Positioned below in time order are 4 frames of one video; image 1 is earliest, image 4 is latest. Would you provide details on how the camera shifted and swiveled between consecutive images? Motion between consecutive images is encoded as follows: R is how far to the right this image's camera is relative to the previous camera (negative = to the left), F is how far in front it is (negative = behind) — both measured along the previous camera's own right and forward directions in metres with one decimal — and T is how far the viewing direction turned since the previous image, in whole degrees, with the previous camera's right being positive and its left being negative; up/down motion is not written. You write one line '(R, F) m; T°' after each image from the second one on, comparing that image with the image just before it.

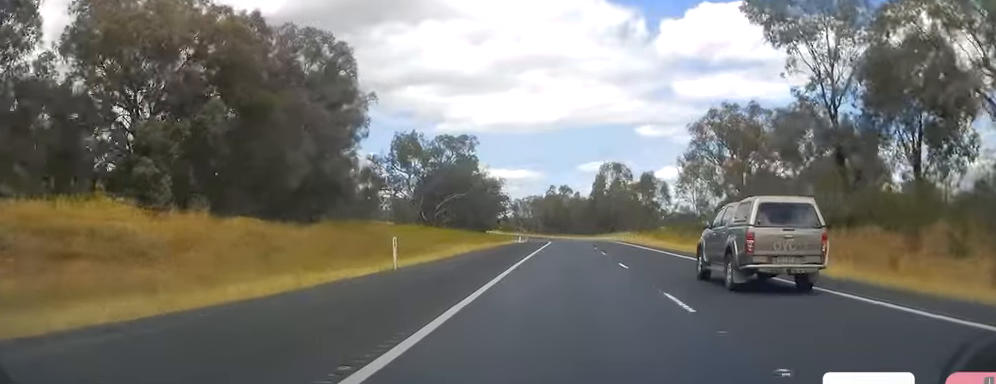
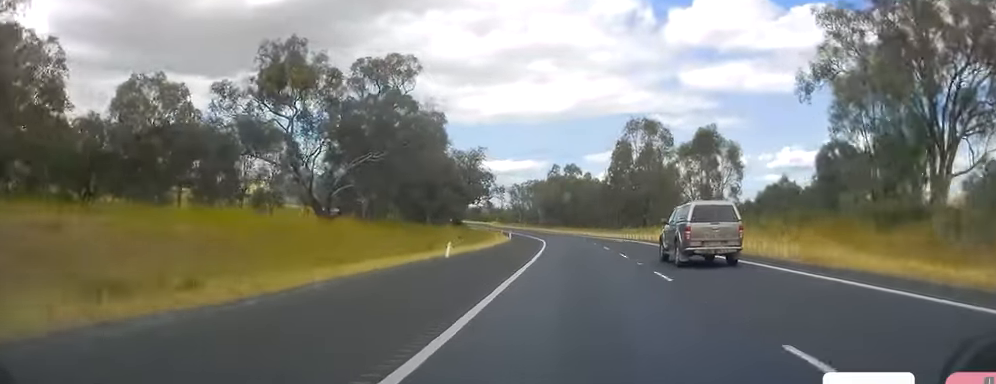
(+0.1, +53.6) m; +1°
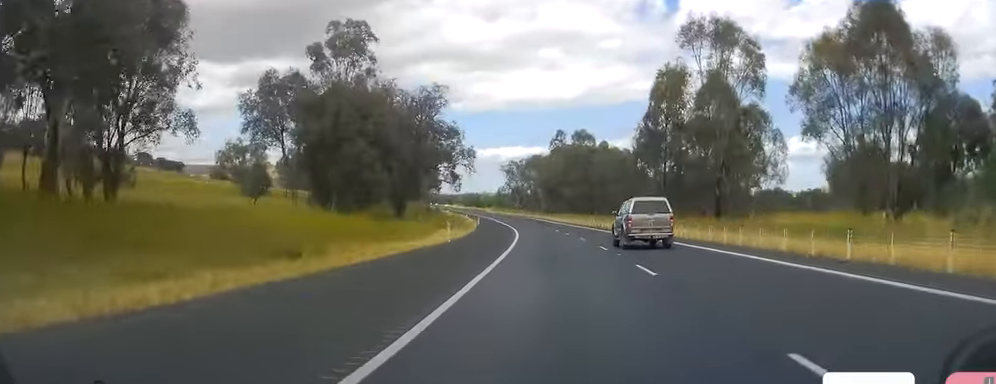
(-1.4, +47.7) m; -3°
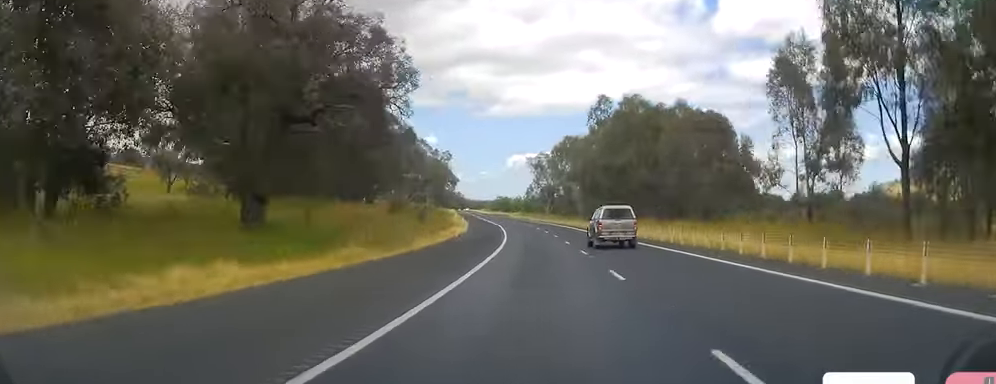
(0.0, +46.2) m; -1°
